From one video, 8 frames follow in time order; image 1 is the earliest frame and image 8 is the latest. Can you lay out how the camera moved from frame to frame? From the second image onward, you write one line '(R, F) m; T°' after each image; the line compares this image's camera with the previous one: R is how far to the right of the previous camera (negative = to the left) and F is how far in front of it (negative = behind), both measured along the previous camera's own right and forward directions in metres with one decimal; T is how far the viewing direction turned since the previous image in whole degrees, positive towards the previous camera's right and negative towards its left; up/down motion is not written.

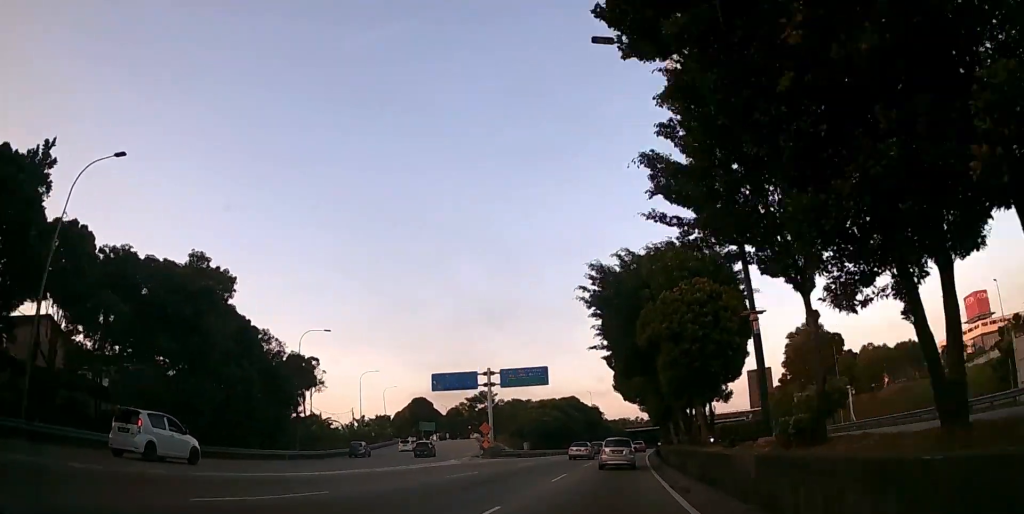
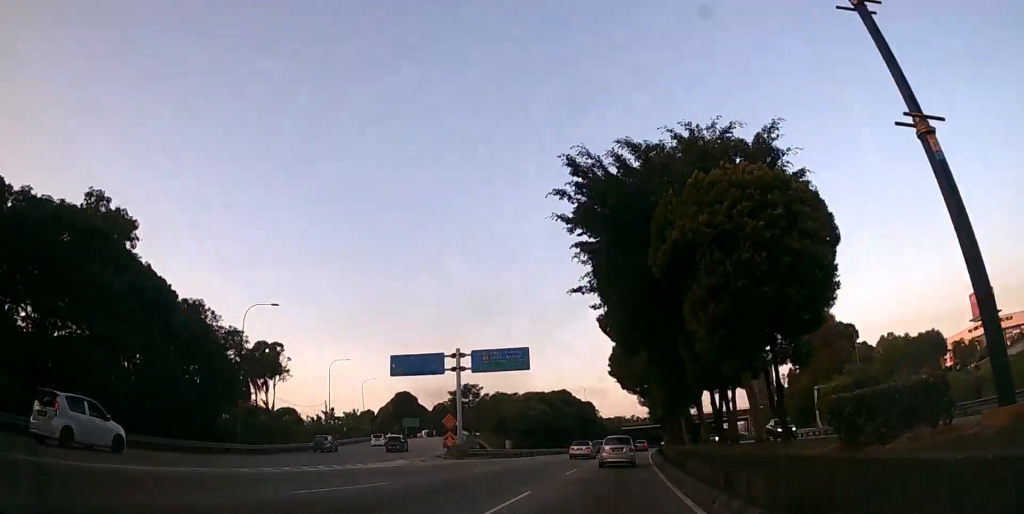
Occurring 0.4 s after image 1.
(-0.1, +8.9) m; +1°
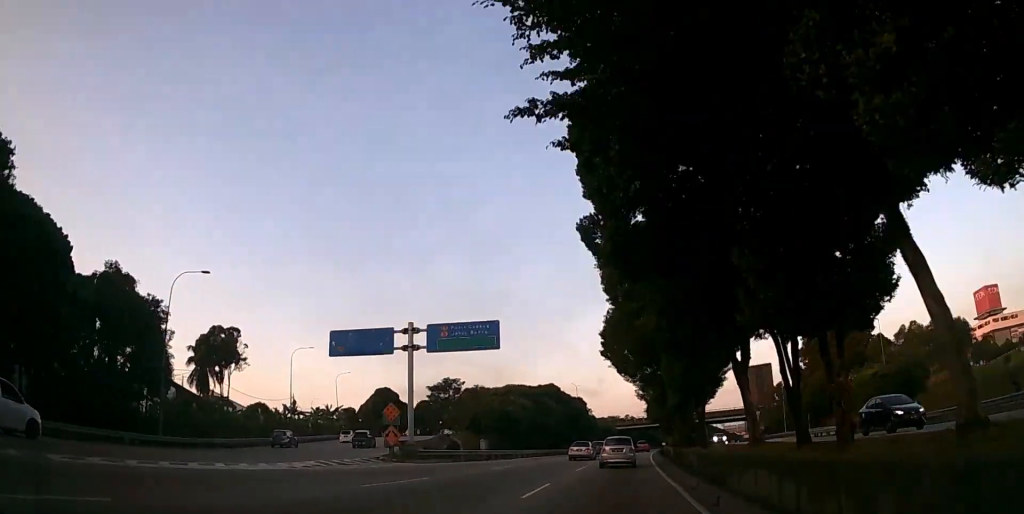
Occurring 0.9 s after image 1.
(+0.2, +9.7) m; +1°
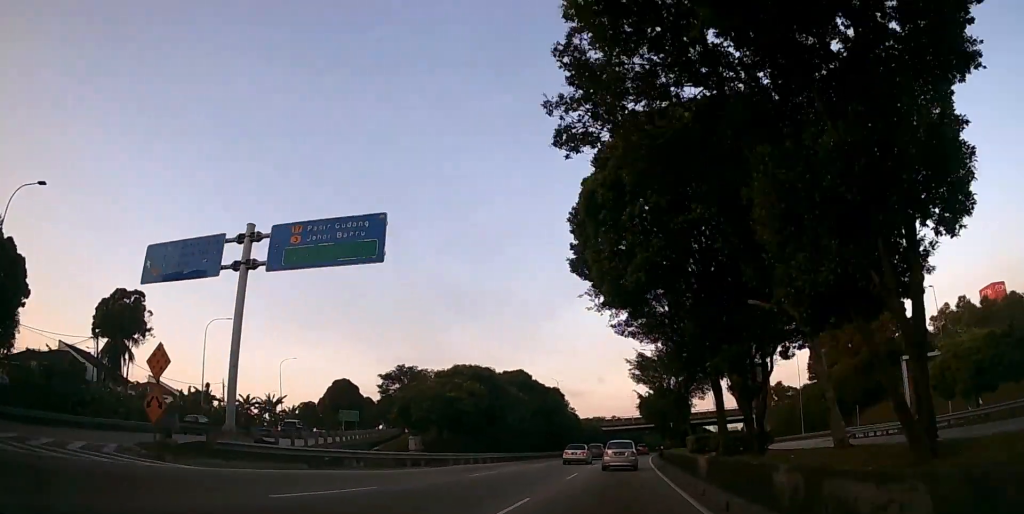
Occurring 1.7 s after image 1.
(+0.2, +15.9) m; +1°
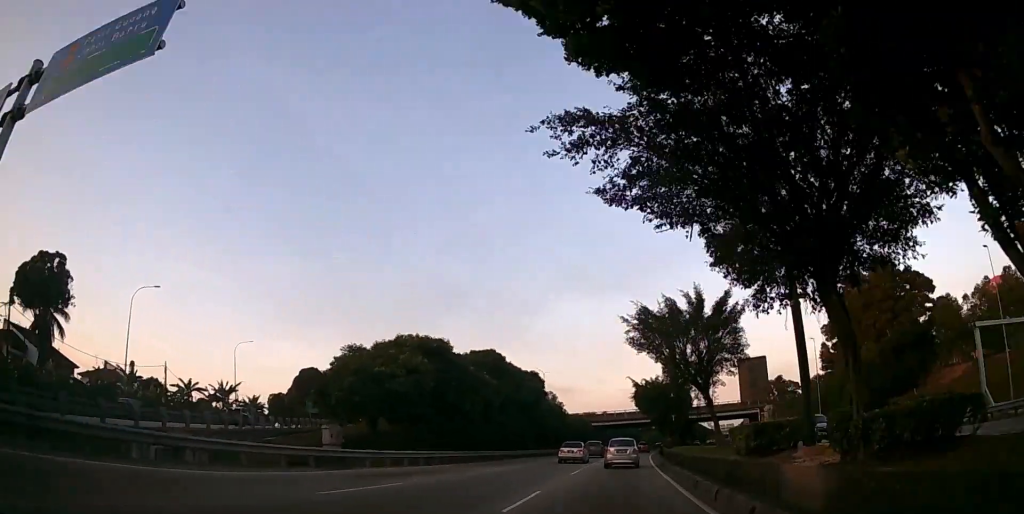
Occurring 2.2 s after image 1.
(+0.1, +10.0) m; +1°
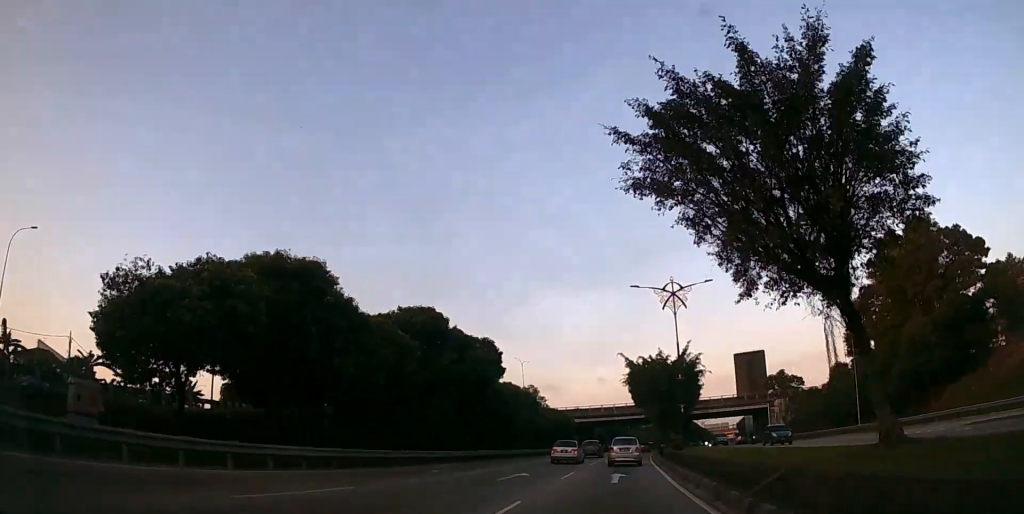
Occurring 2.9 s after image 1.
(+0.2, +15.5) m; +1°
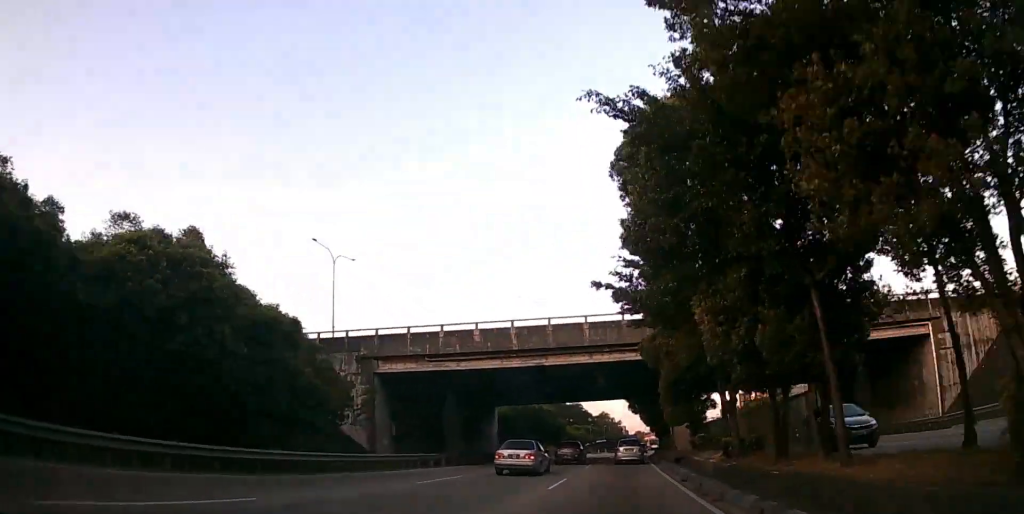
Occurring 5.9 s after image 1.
(+2.6, +62.9) m; +5°
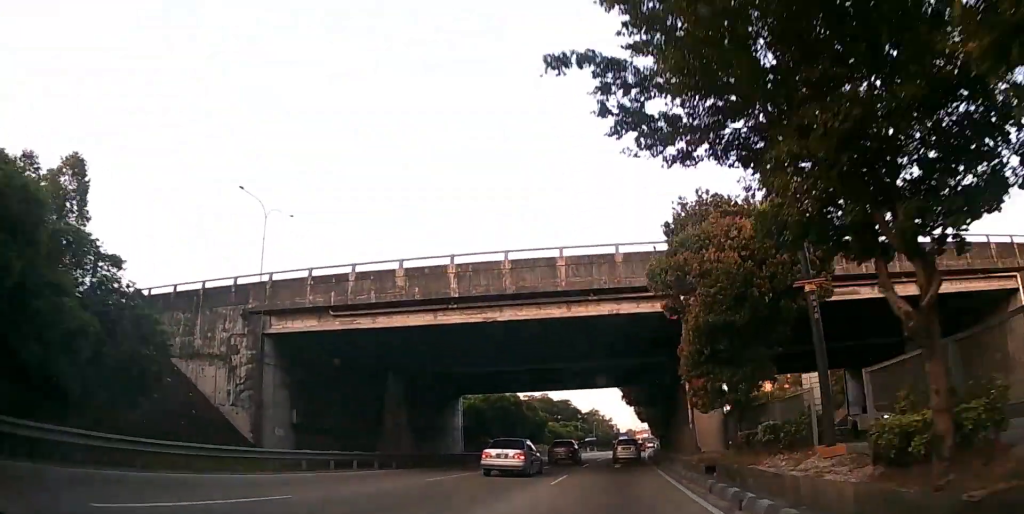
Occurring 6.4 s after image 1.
(0.0, +10.8) m; +1°
